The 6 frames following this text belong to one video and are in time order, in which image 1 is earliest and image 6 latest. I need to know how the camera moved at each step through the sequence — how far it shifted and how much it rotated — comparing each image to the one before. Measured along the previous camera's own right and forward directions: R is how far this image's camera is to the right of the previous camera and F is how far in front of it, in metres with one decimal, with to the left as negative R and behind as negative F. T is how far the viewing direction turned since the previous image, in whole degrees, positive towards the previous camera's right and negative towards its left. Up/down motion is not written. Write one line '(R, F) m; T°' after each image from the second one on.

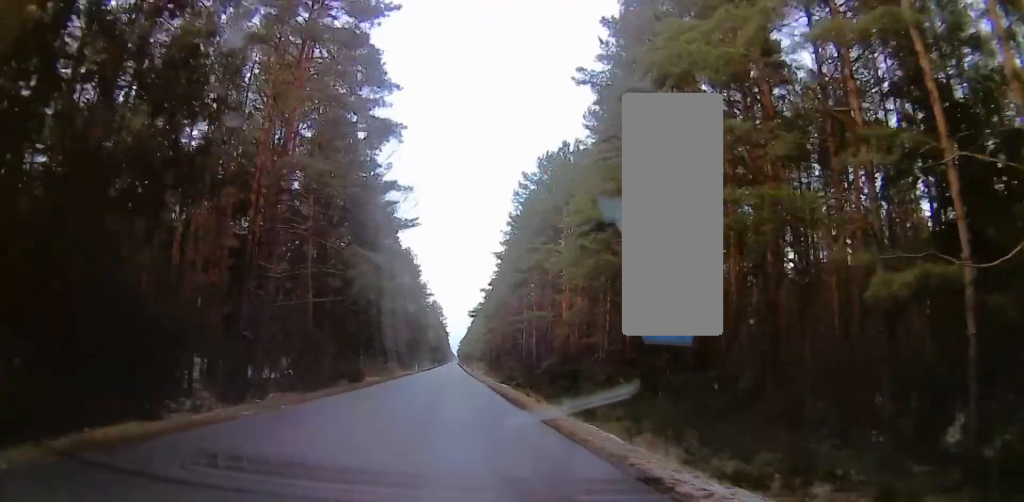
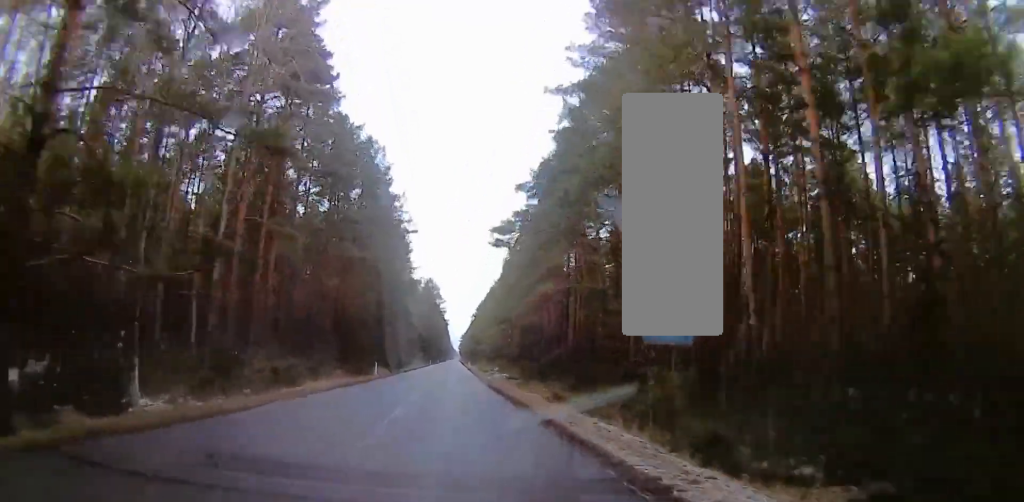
(0.0, +52.6) m; 0°
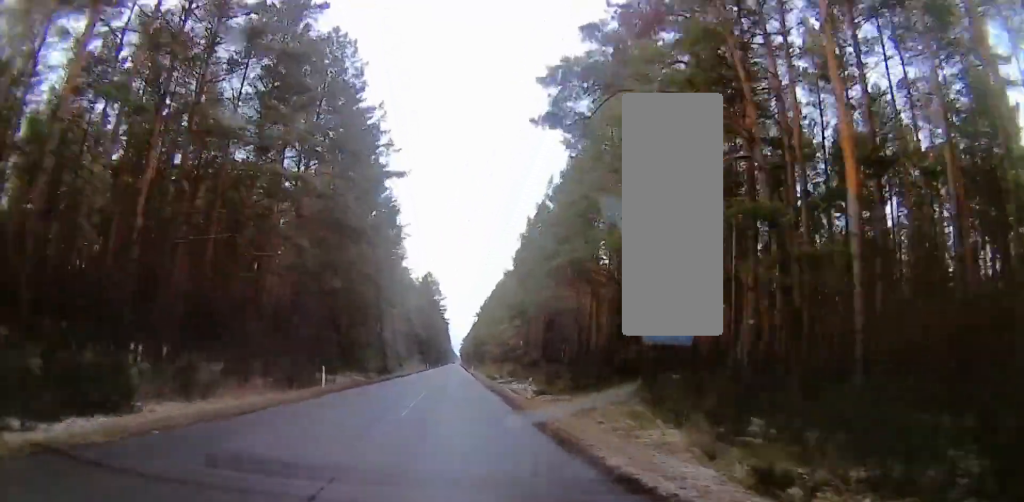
(0.0, +19.8) m; 0°
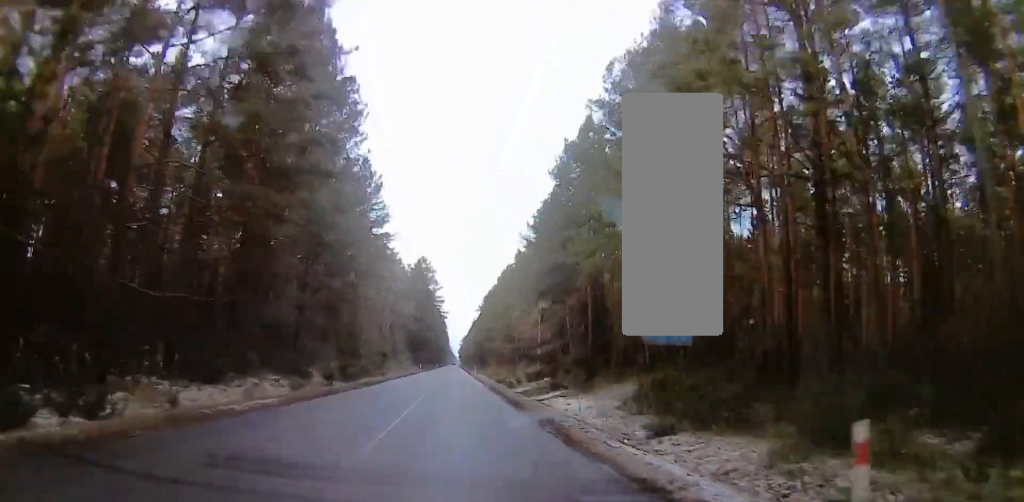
(0.0, +24.1) m; 0°
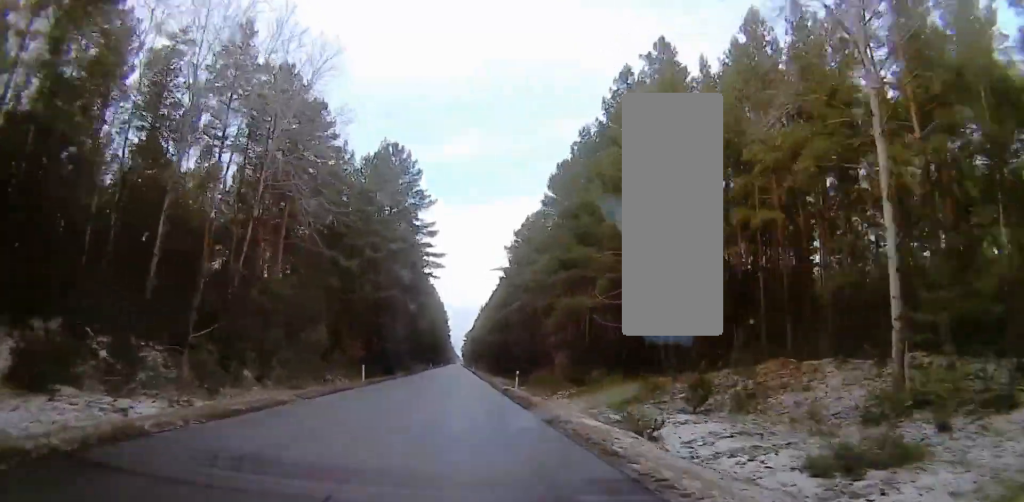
(-0.5, +66.2) m; -1°
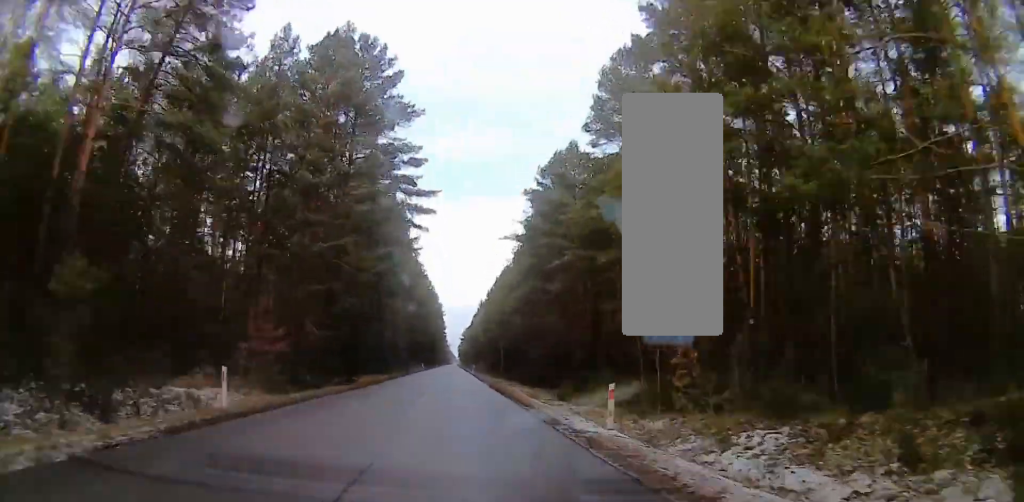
(0.0, +21.3) m; +1°
